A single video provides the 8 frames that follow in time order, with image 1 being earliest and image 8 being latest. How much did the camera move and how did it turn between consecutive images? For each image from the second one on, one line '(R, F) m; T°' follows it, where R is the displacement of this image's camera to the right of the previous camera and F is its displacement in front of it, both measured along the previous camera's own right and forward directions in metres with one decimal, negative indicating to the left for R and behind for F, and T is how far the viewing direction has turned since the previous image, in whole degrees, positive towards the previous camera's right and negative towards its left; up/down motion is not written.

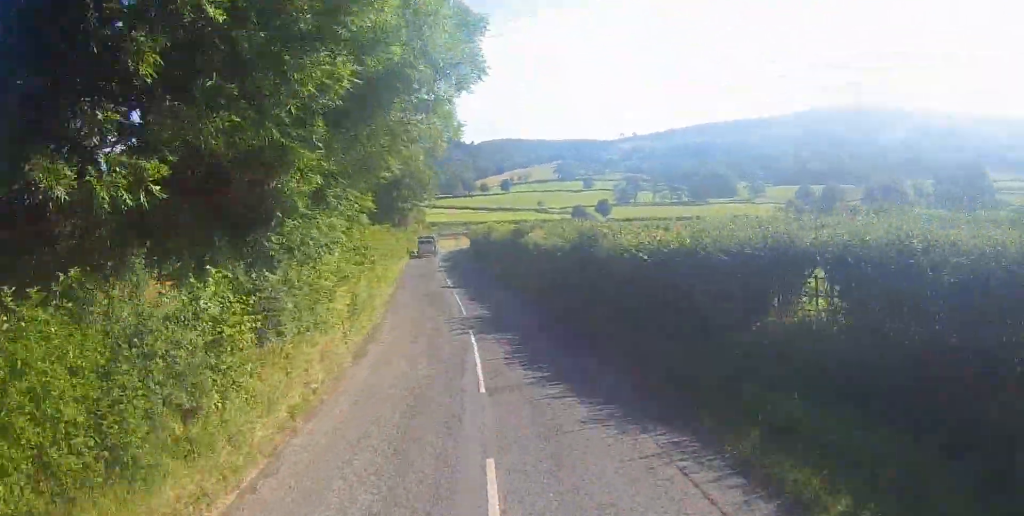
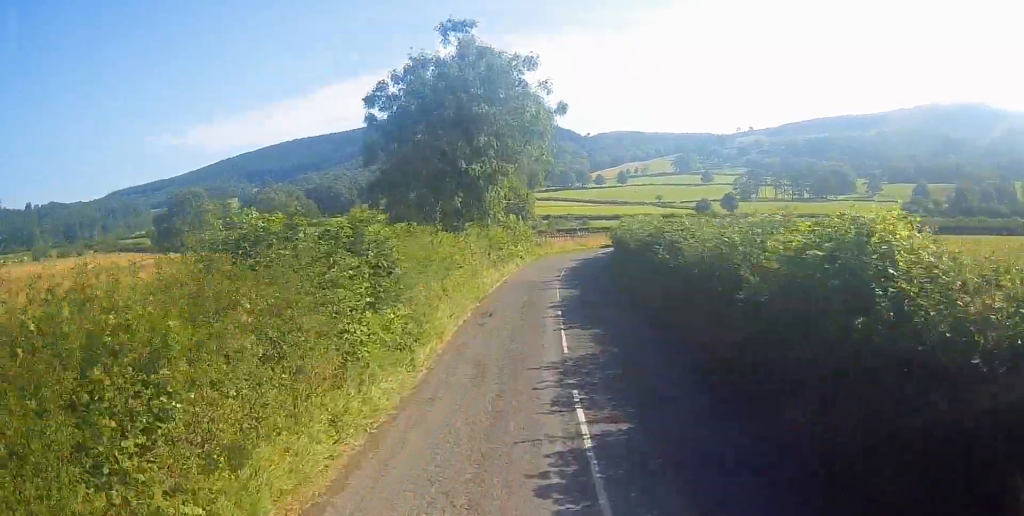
(+0.5, +42.8) m; +4°
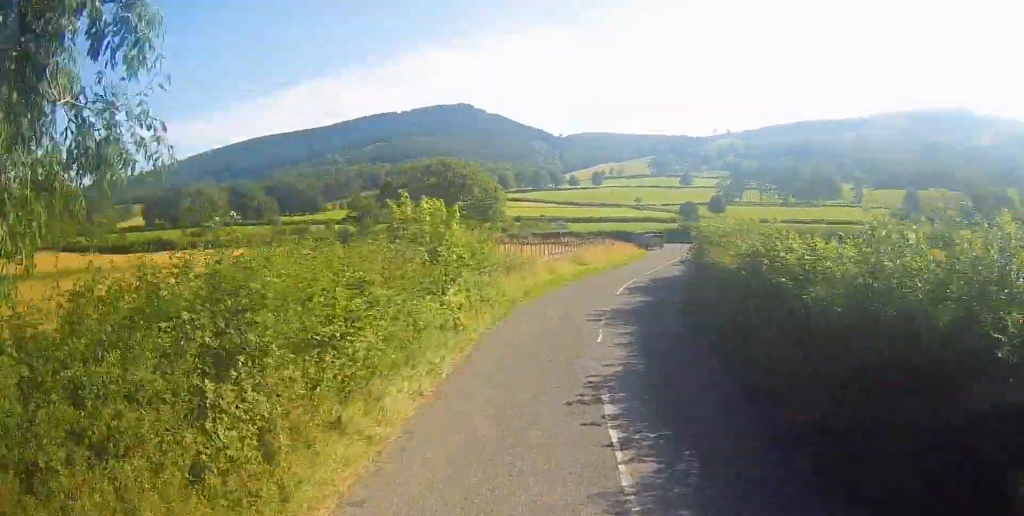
(+2.9, +36.3) m; +8°
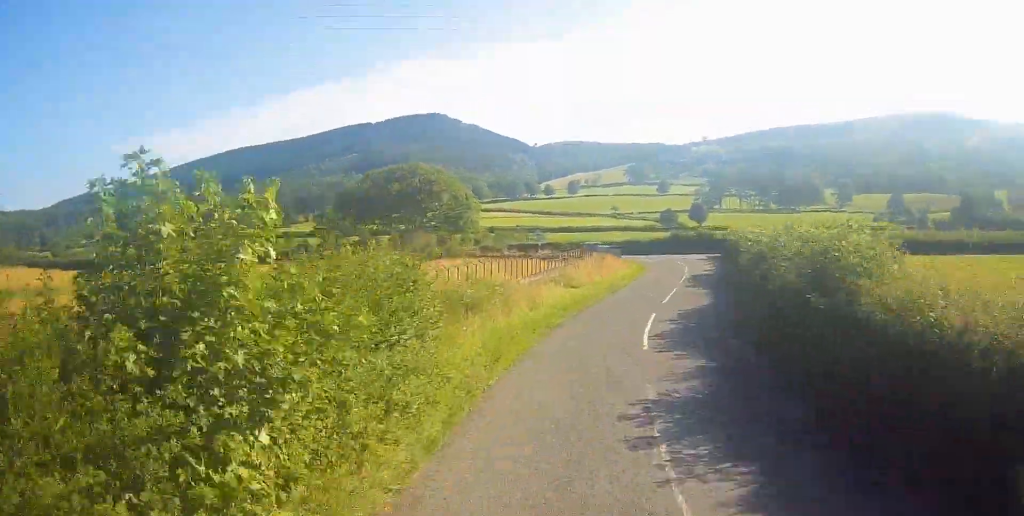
(+0.8, +13.1) m; +2°
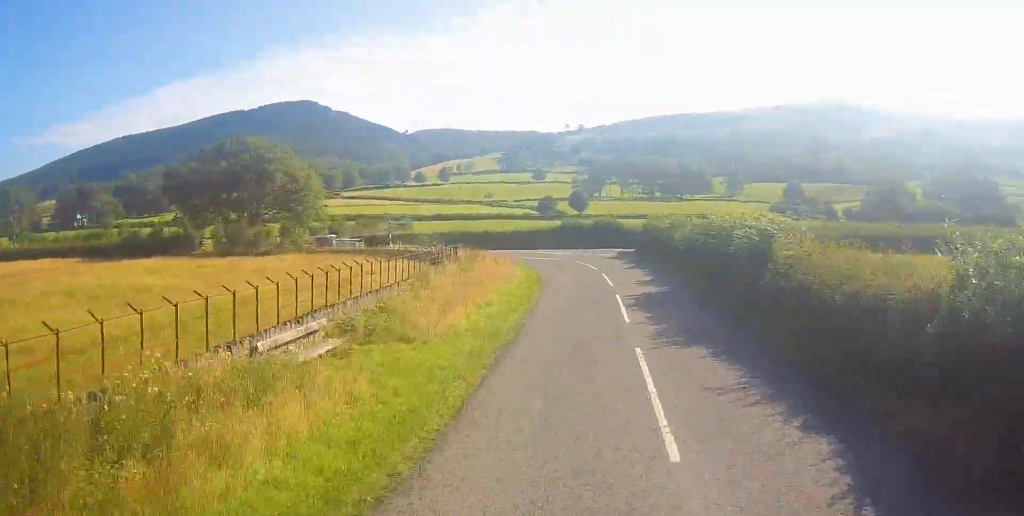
(-0.1, +13.5) m; -3°
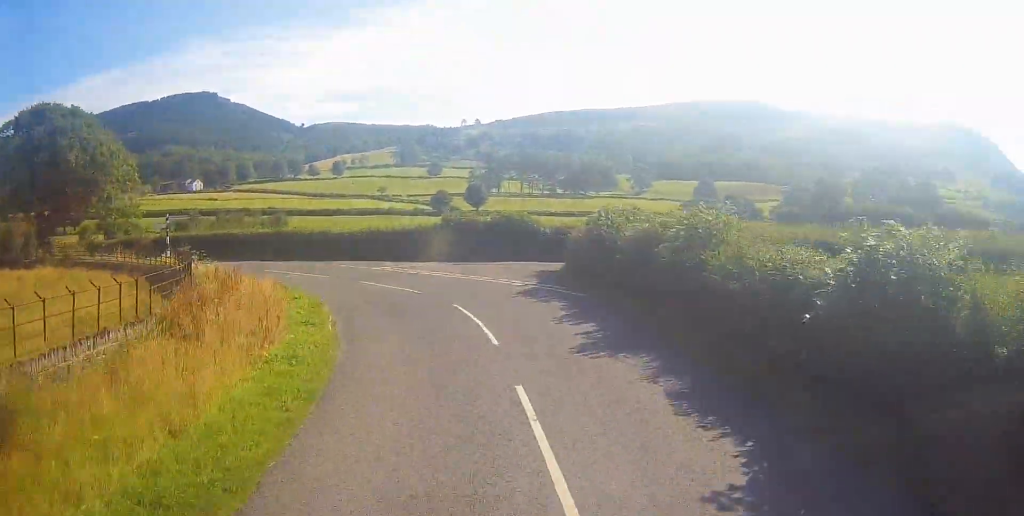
(-0.9, +15.4) m; -15°
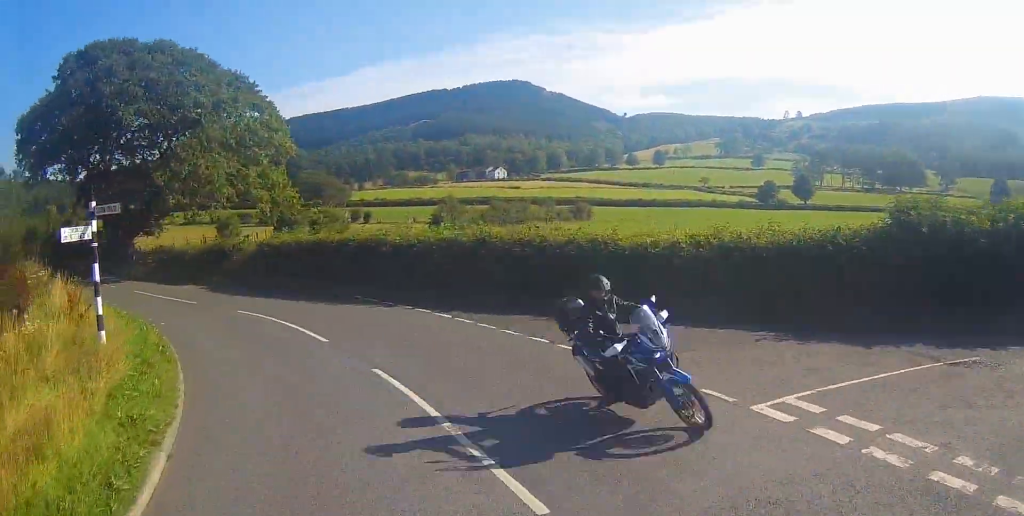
(-4.9, +18.4) m; -33°
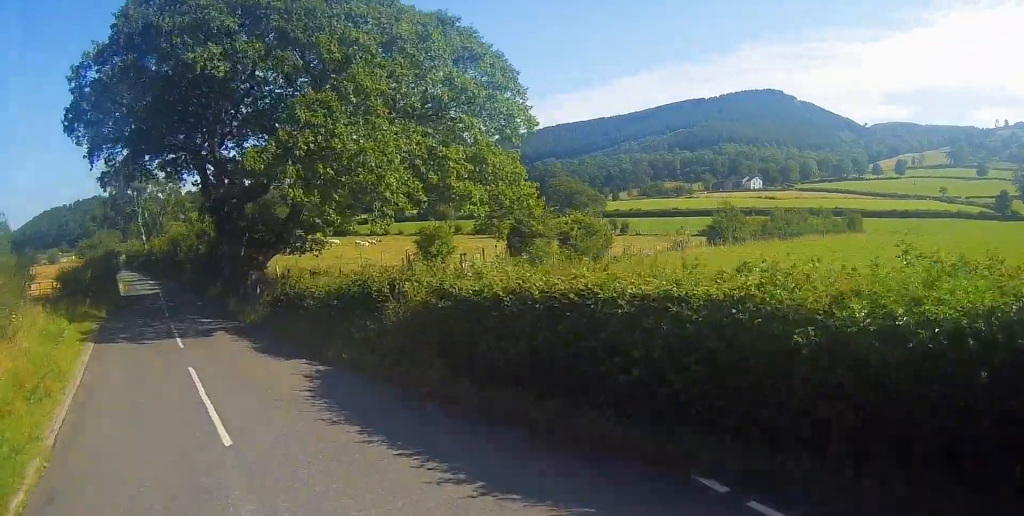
(-2.9, +14.2) m; -16°
